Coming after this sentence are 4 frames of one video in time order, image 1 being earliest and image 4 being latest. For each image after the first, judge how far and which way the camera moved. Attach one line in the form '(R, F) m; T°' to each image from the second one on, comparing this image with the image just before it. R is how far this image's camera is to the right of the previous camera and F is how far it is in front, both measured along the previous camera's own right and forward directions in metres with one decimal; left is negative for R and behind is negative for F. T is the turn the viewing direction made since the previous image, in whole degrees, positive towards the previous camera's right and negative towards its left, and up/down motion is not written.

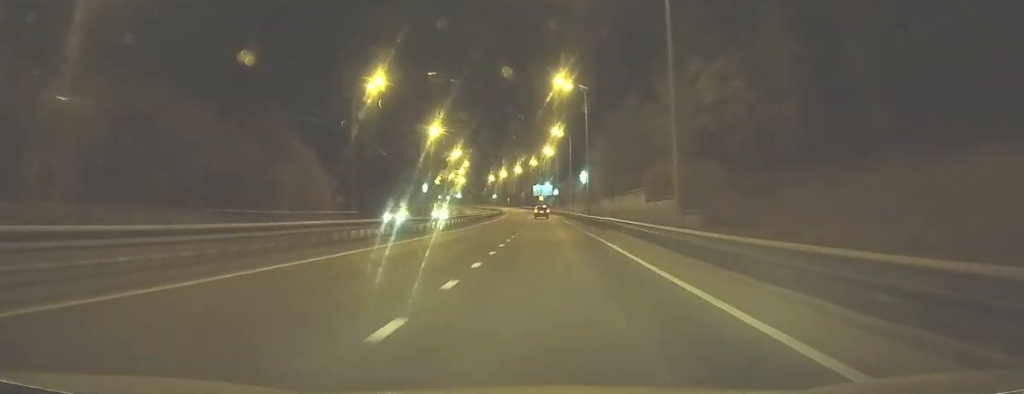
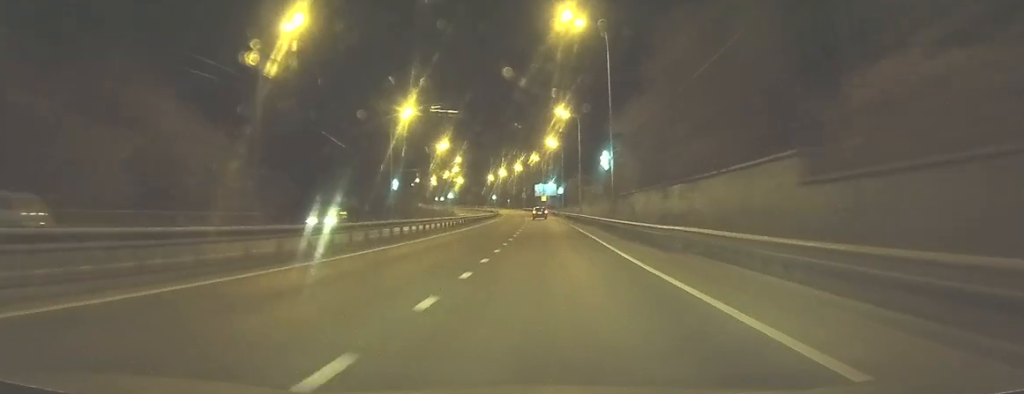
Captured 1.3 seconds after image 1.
(0.0, +21.7) m; 0°
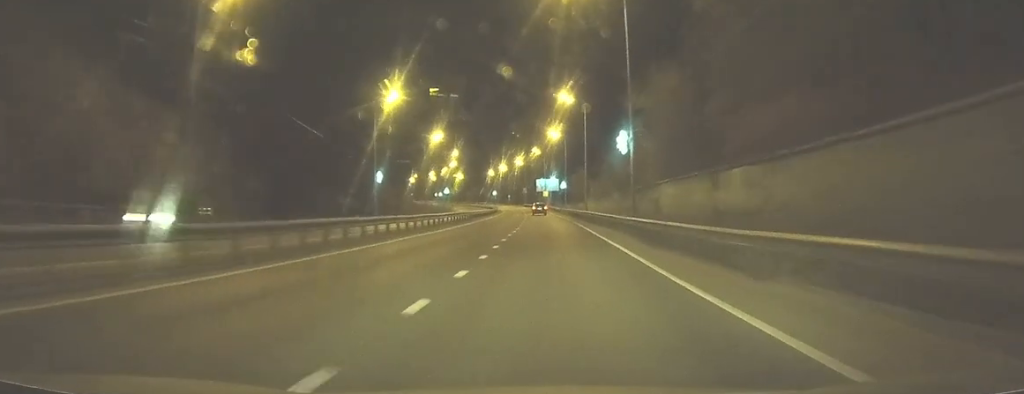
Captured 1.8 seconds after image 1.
(0.0, +8.5) m; 0°
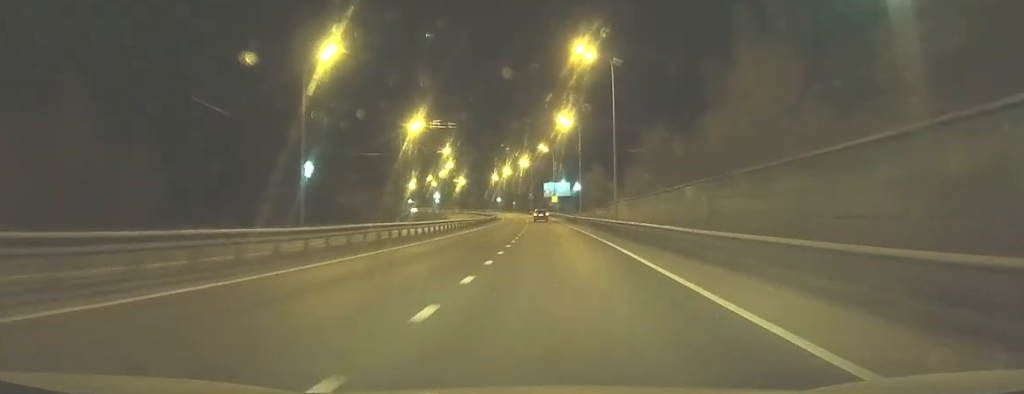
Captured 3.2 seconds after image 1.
(0.0, +23.9) m; 0°
